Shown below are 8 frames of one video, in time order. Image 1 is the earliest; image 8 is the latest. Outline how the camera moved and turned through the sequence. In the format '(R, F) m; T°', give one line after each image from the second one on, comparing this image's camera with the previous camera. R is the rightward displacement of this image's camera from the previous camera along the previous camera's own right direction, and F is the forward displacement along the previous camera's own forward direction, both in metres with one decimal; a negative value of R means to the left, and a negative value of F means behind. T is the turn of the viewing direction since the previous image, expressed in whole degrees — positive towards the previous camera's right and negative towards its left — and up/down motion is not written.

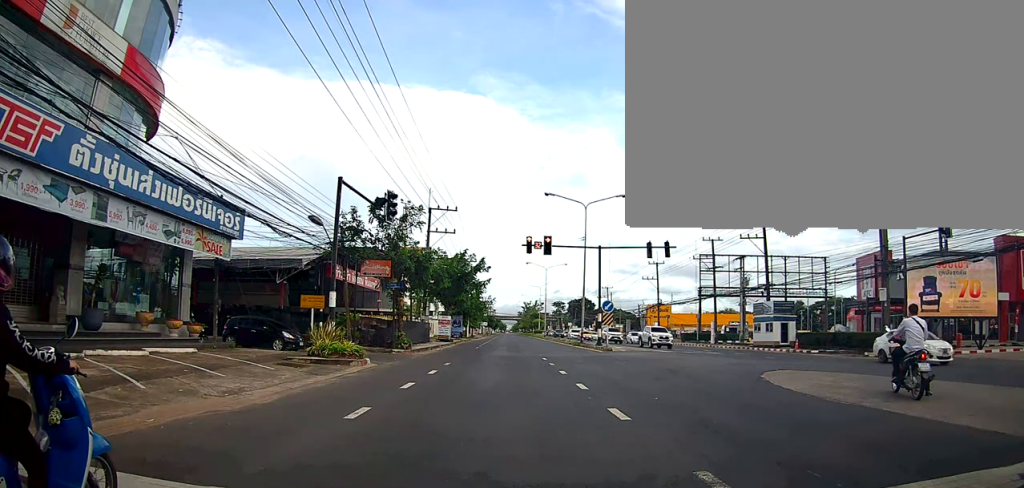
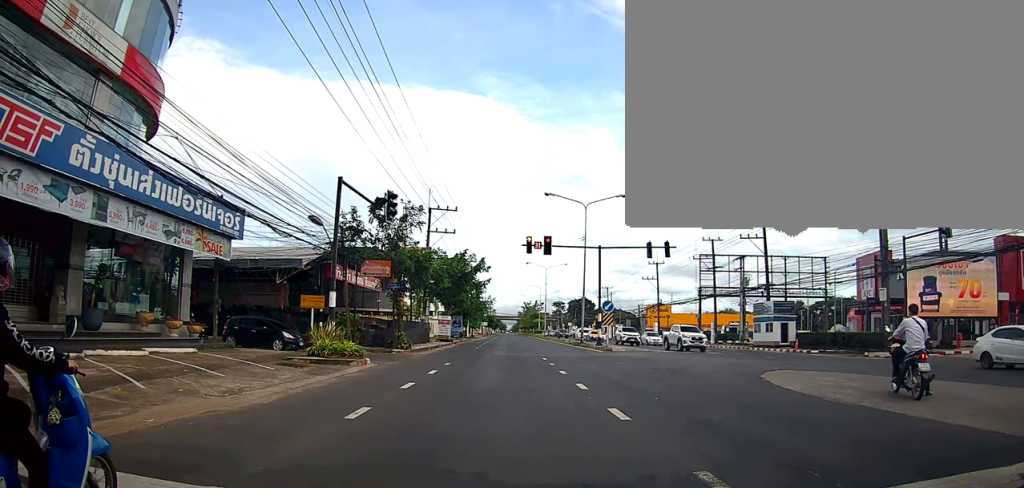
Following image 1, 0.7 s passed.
(0.0, 0.0) m; 0°
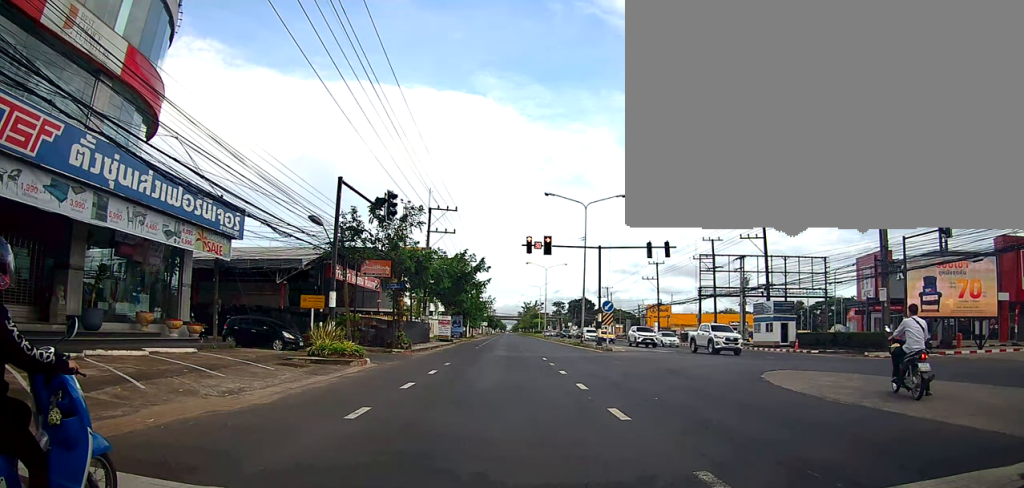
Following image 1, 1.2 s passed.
(0.0, 0.0) m; 0°
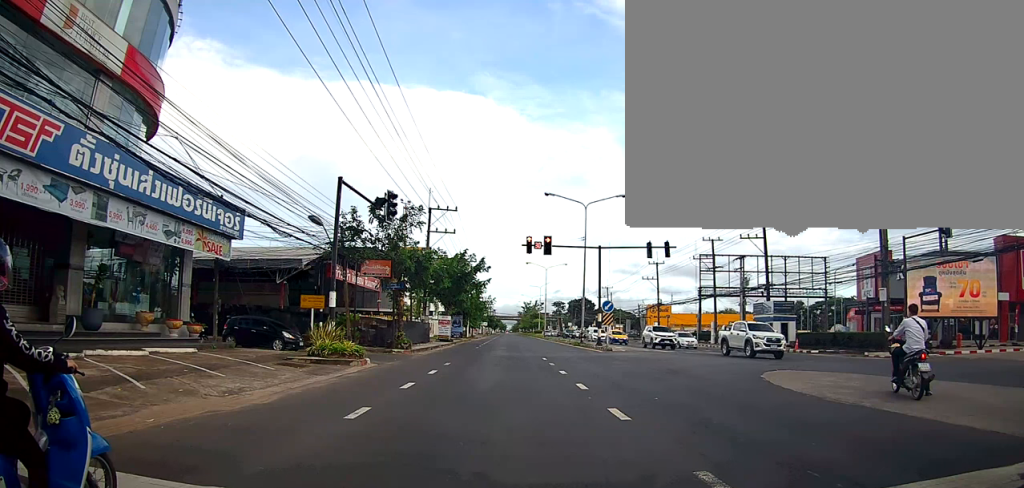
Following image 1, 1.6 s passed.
(0.0, 0.0) m; 0°
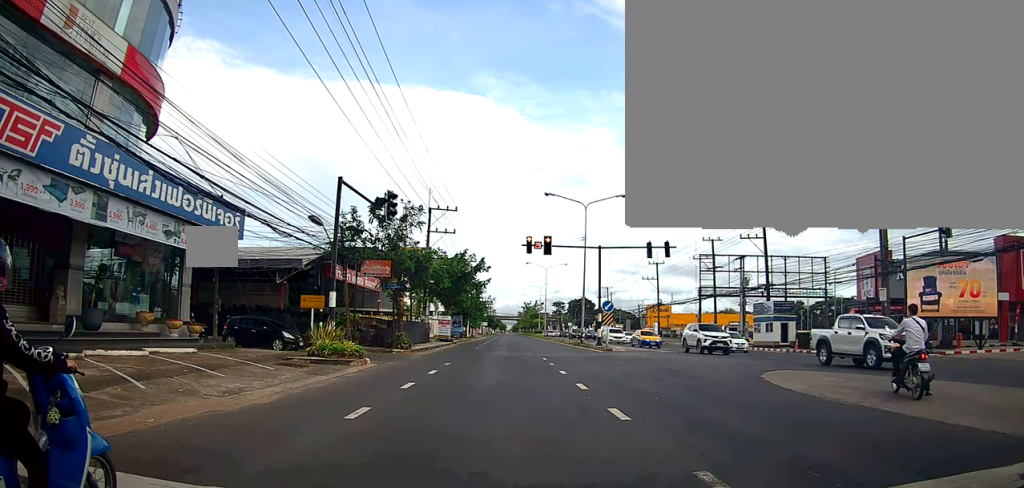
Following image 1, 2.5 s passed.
(0.0, 0.0) m; 0°
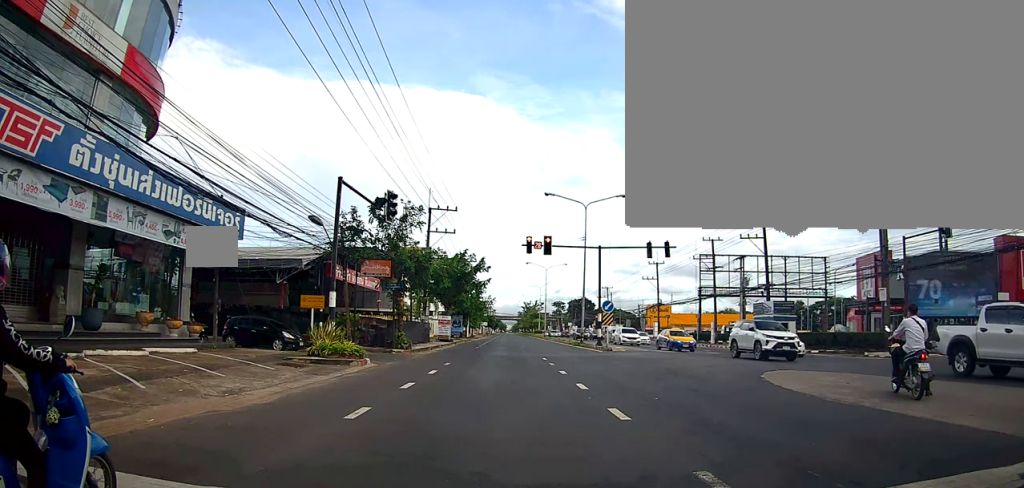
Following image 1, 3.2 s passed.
(0.0, 0.0) m; 0°
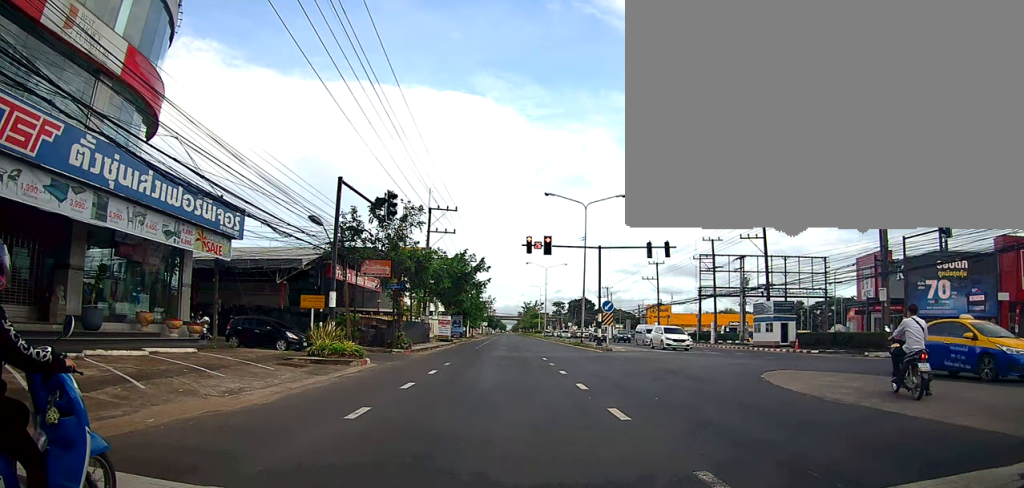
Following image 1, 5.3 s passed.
(0.0, 0.0) m; 0°
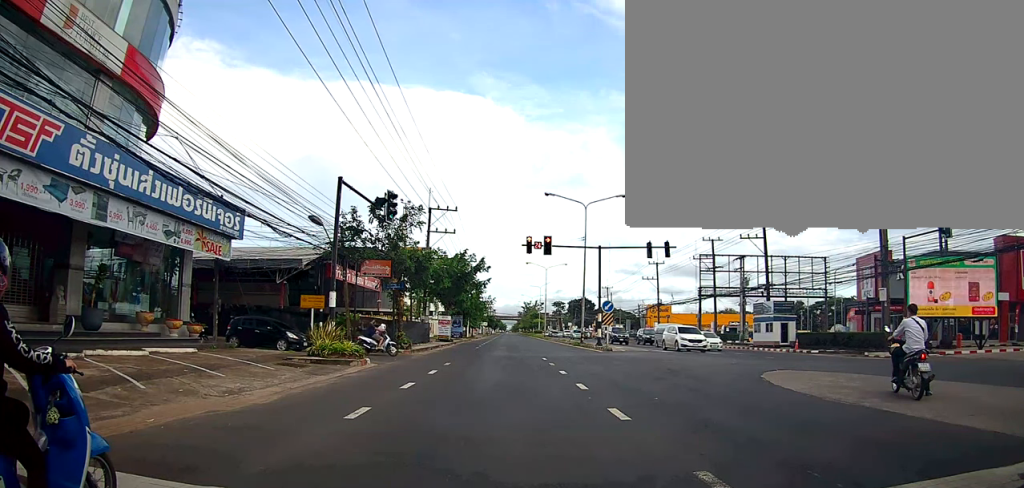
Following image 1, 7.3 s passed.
(0.0, 0.0) m; 0°
